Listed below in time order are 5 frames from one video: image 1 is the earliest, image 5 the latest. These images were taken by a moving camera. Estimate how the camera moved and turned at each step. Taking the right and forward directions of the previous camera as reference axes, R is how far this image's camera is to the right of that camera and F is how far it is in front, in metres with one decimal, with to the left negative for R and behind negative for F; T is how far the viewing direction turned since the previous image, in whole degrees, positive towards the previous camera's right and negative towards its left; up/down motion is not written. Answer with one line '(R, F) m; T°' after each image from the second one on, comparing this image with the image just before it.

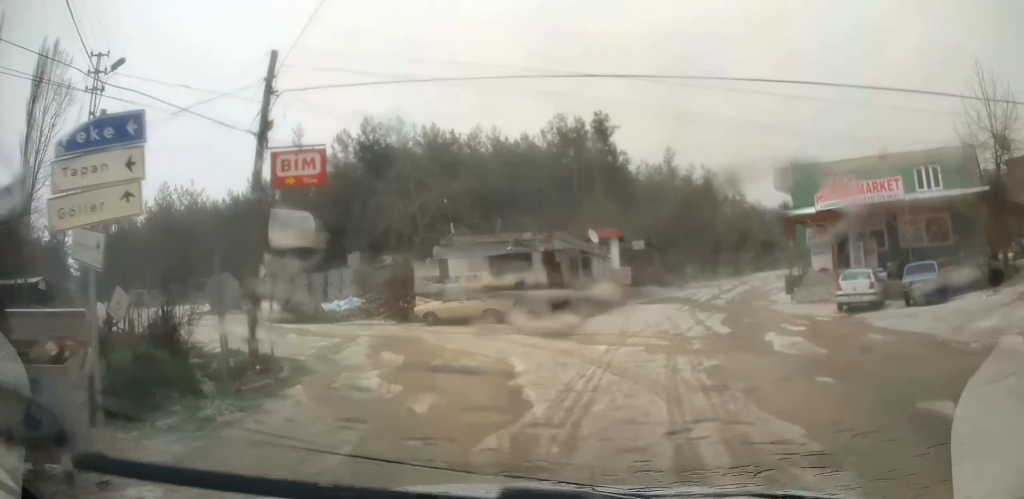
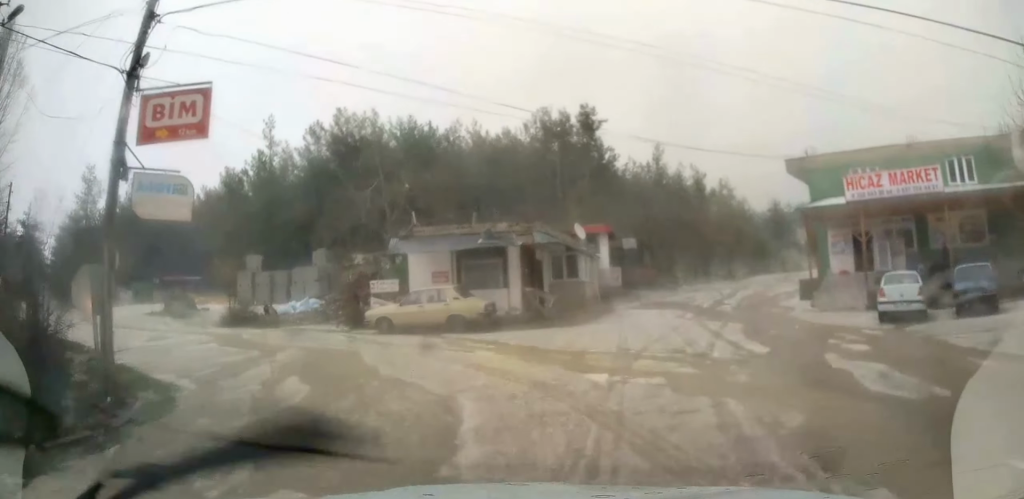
(+0.1, +4.5) m; +2°
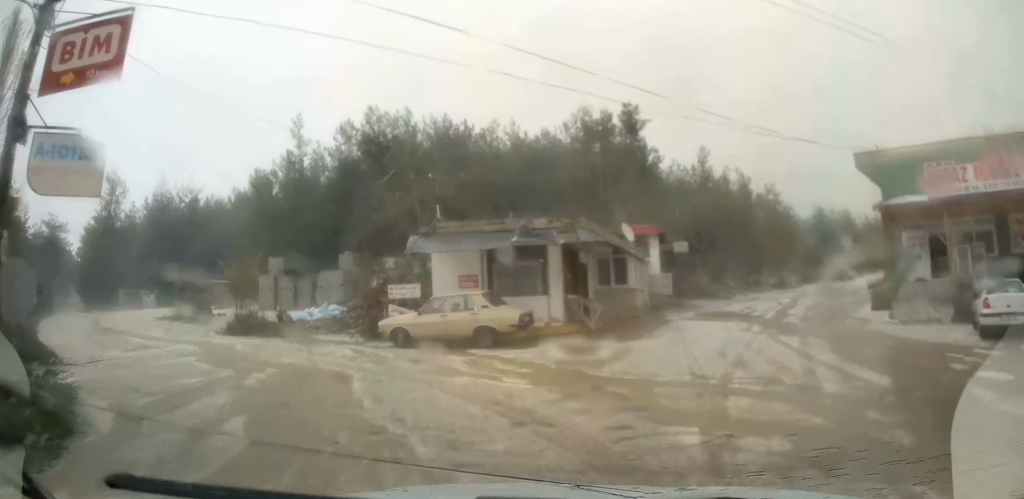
(+0.1, +3.3) m; 0°
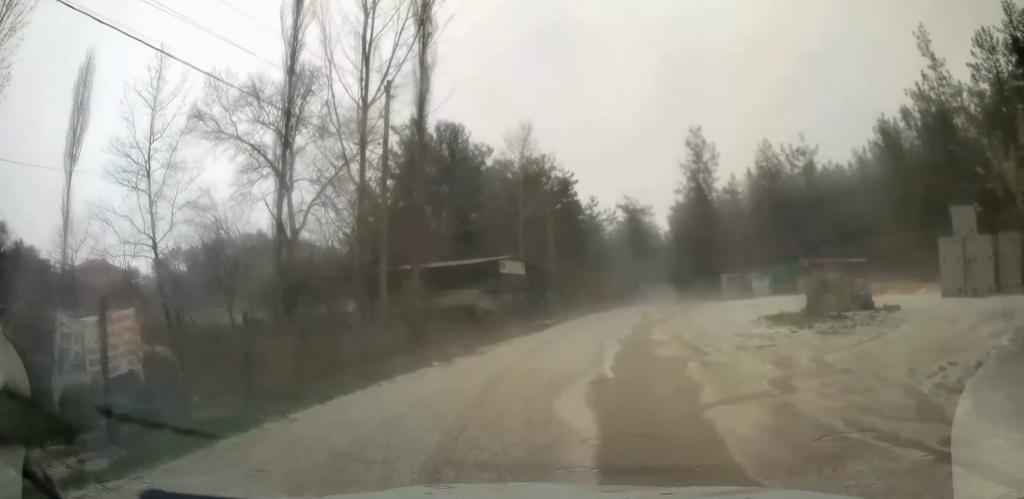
(-8.5, +16.9) m; -52°
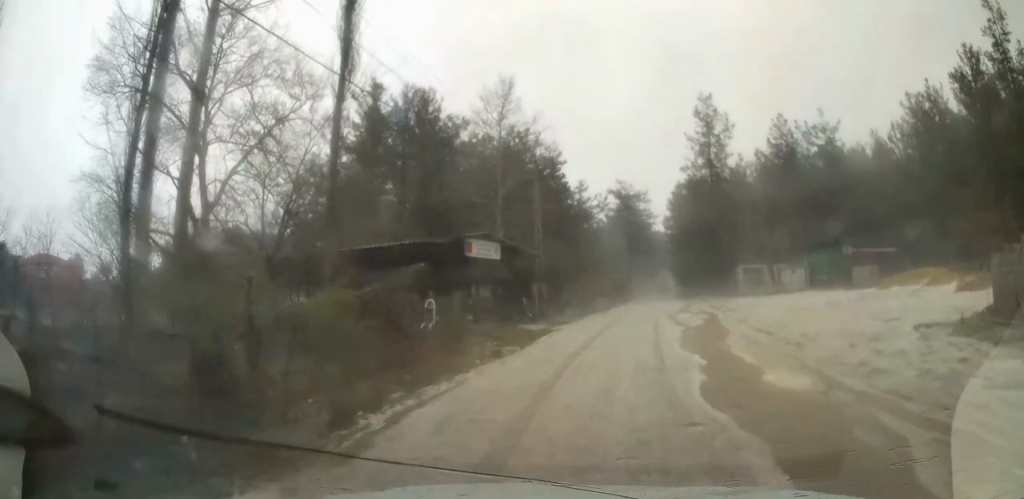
(-0.3, +11.1) m; +3°
